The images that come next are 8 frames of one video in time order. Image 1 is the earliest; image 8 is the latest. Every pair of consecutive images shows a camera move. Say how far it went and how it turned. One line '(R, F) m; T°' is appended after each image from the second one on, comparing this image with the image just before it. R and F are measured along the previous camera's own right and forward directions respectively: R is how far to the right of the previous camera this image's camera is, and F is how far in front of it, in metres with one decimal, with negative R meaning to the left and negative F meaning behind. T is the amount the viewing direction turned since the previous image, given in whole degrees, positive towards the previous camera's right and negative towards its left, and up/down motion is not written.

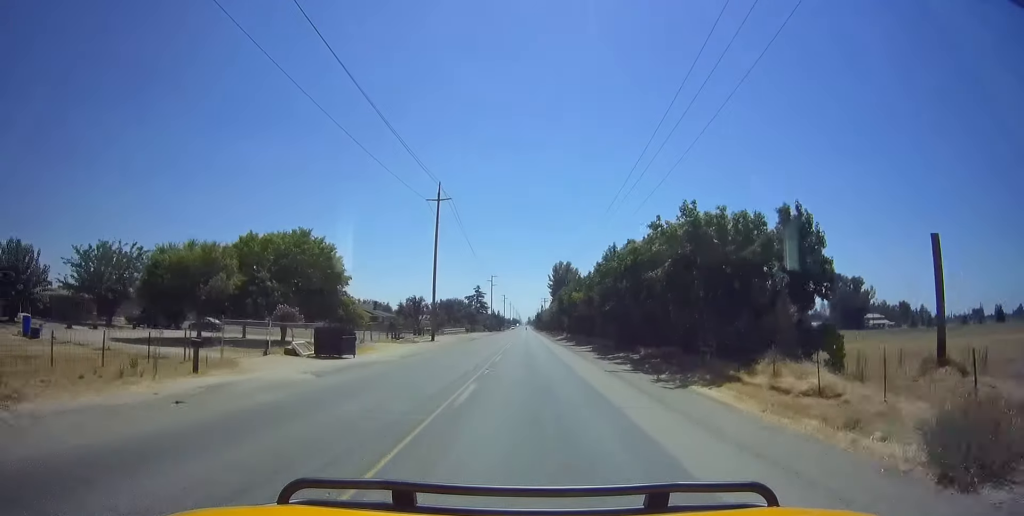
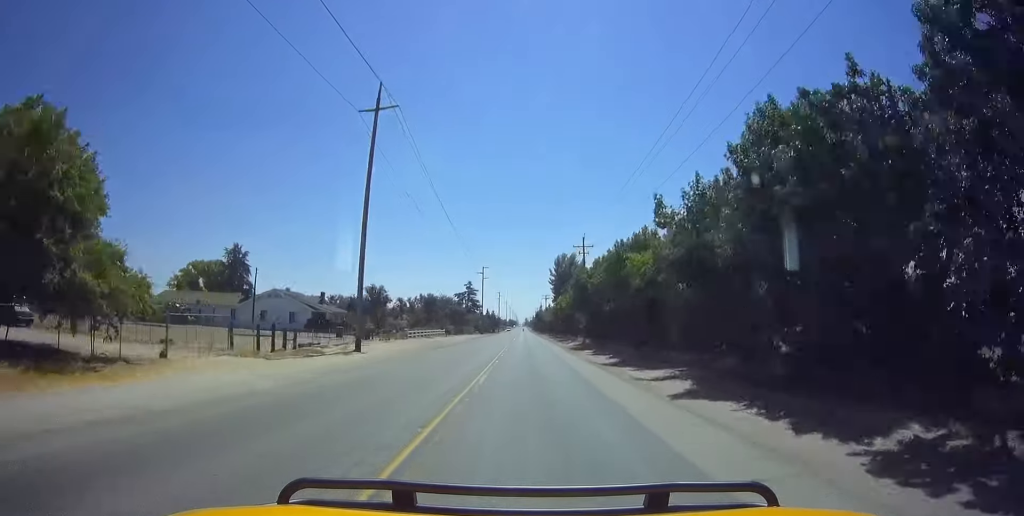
(0.0, +26.8) m; 0°
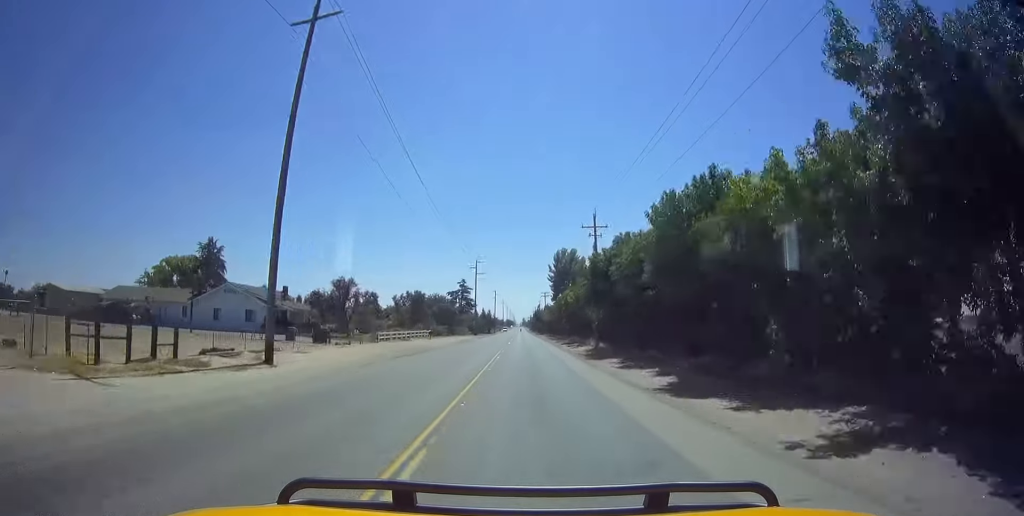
(0.0, +11.9) m; 0°
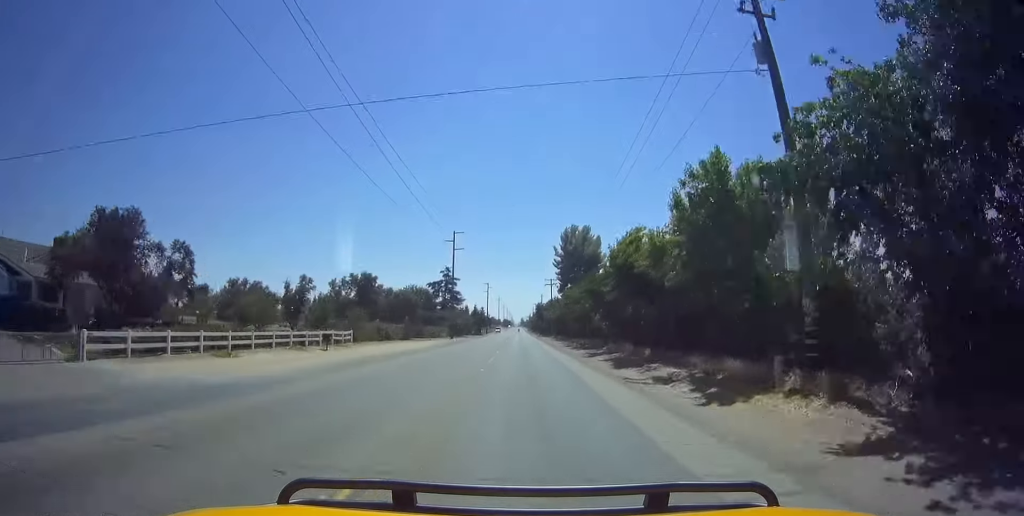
(0.0, +36.6) m; 0°
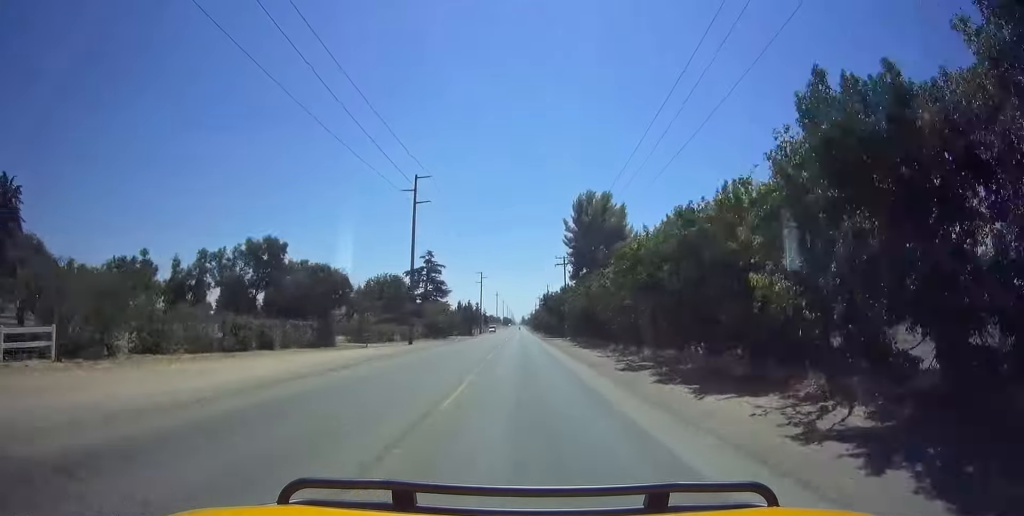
(0.0, +30.3) m; 0°
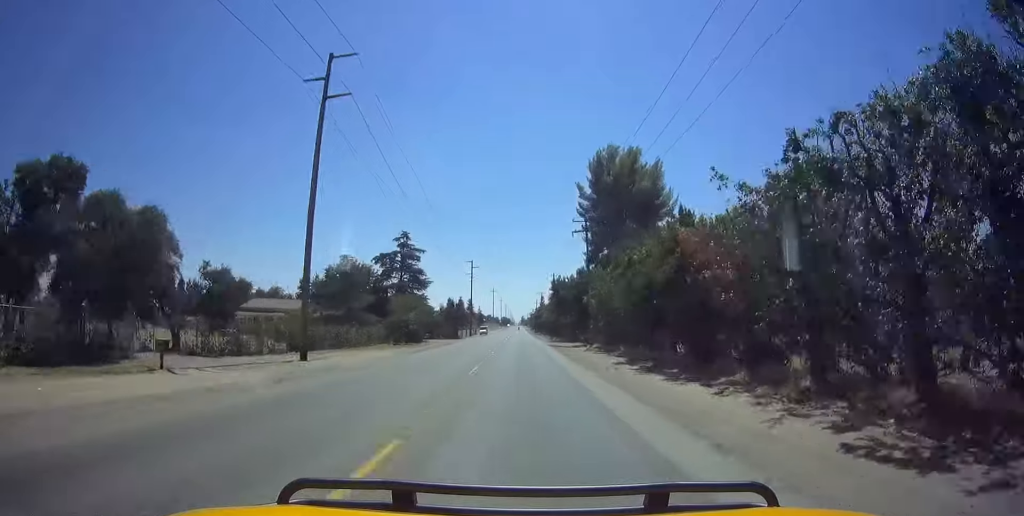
(0.0, +25.2) m; +1°
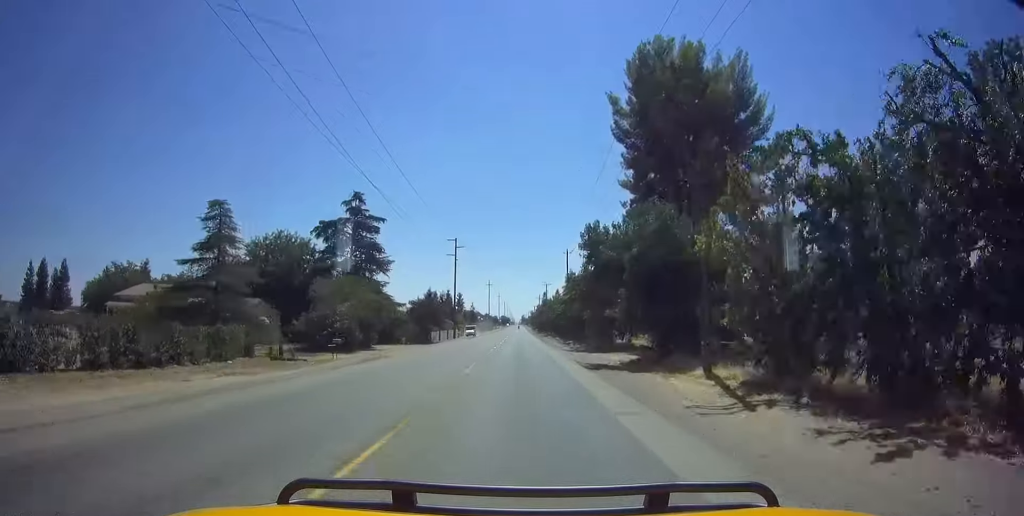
(+0.6, +28.8) m; 0°
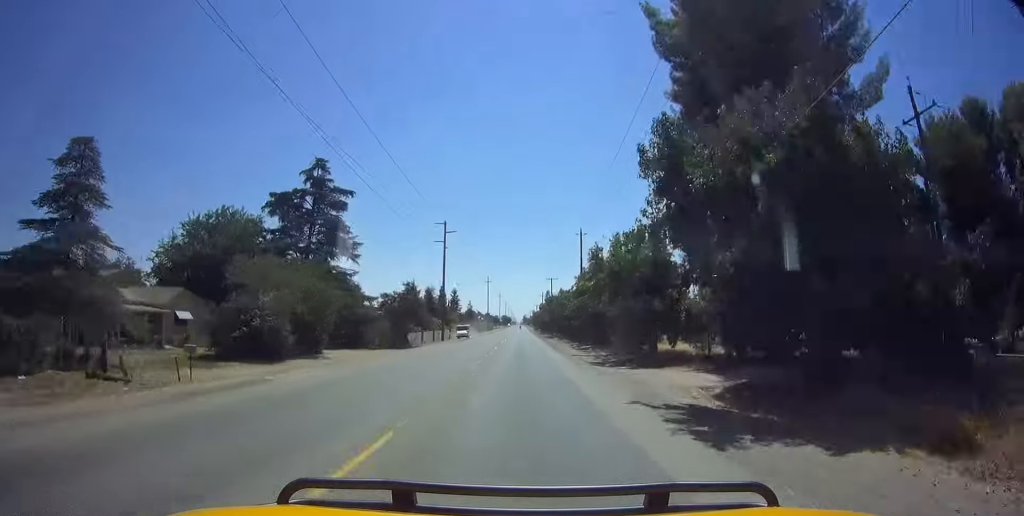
(0.0, +14.3) m; 0°
